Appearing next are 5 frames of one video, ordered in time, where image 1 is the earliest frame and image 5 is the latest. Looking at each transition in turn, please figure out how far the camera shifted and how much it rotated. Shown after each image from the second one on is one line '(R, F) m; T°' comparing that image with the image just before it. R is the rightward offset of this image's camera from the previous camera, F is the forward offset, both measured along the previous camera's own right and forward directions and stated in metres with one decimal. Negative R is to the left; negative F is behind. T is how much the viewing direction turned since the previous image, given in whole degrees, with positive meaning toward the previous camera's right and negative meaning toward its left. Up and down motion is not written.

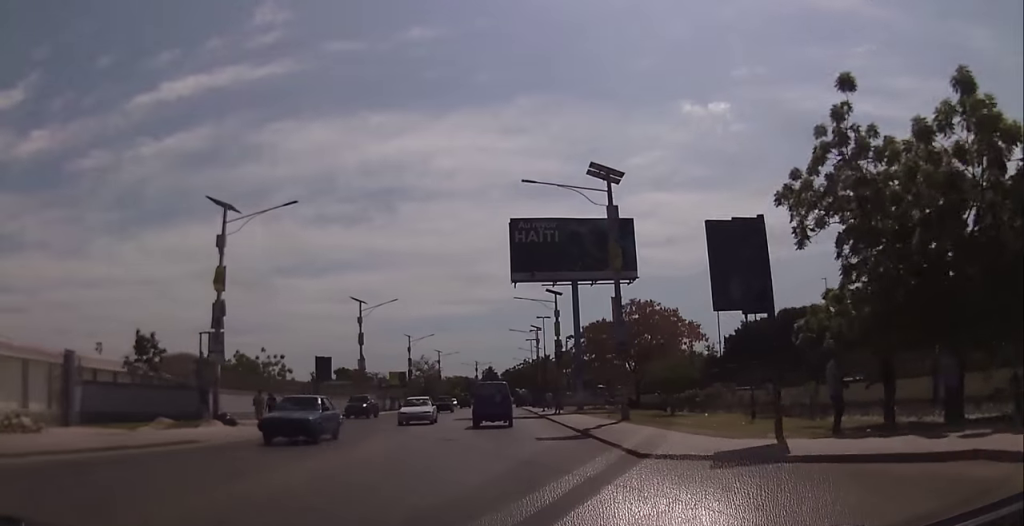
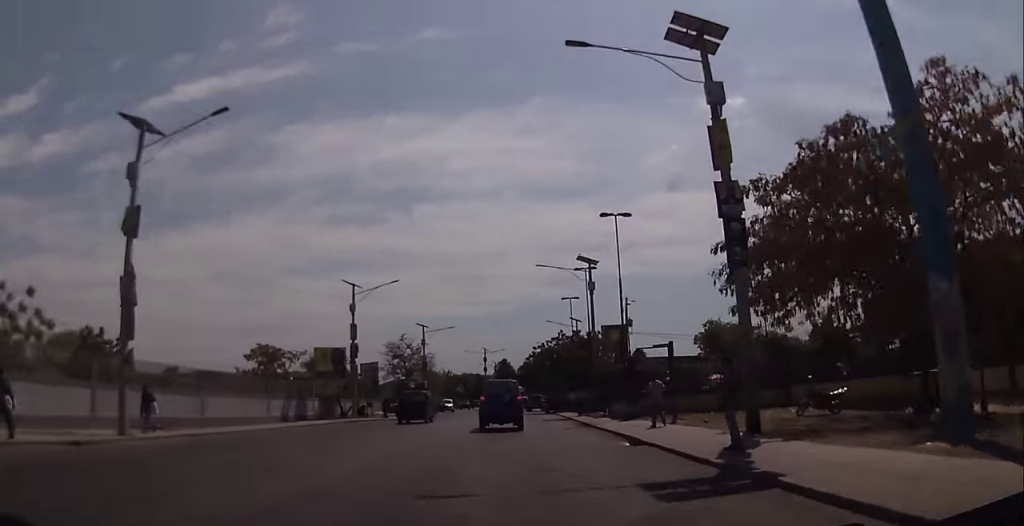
(+0.5, +43.3) m; -1°
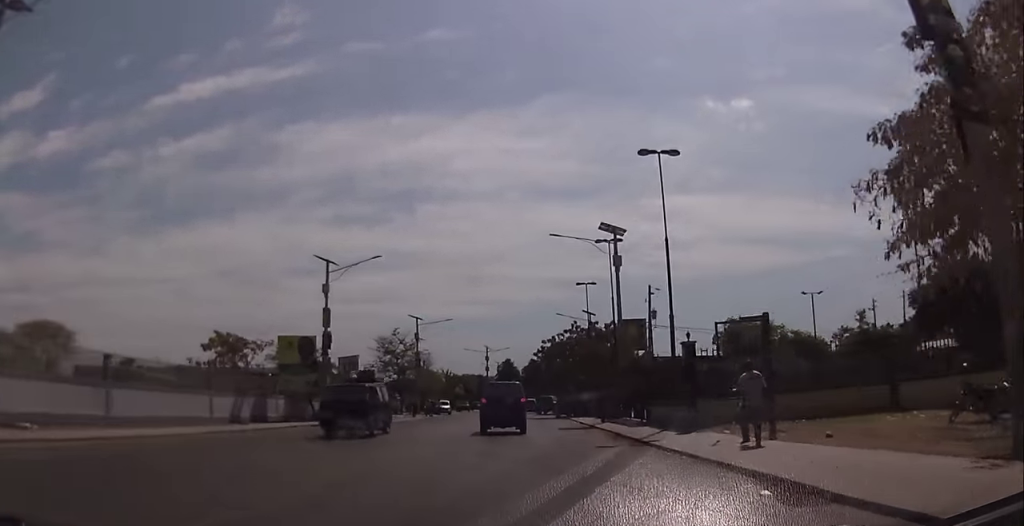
(0.0, +9.1) m; 0°
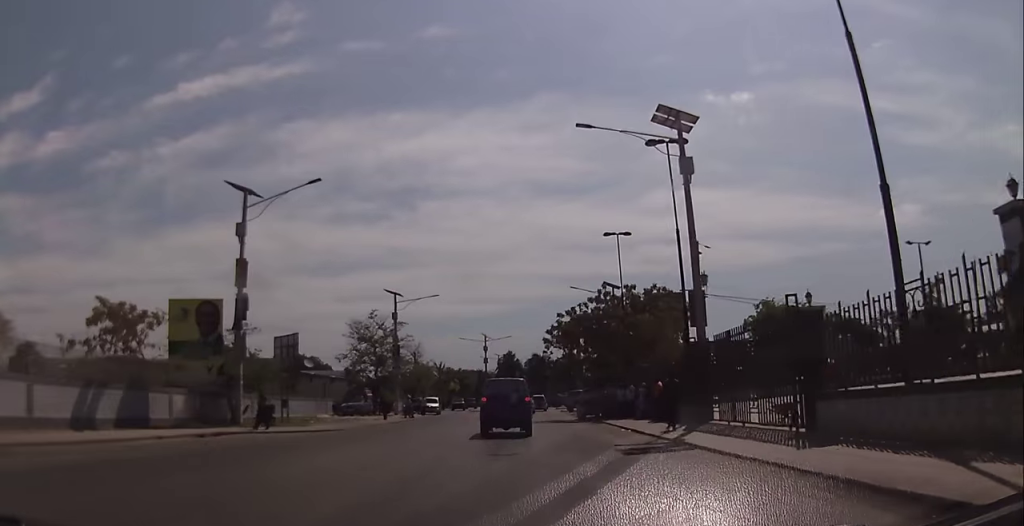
(-0.1, +14.6) m; 0°
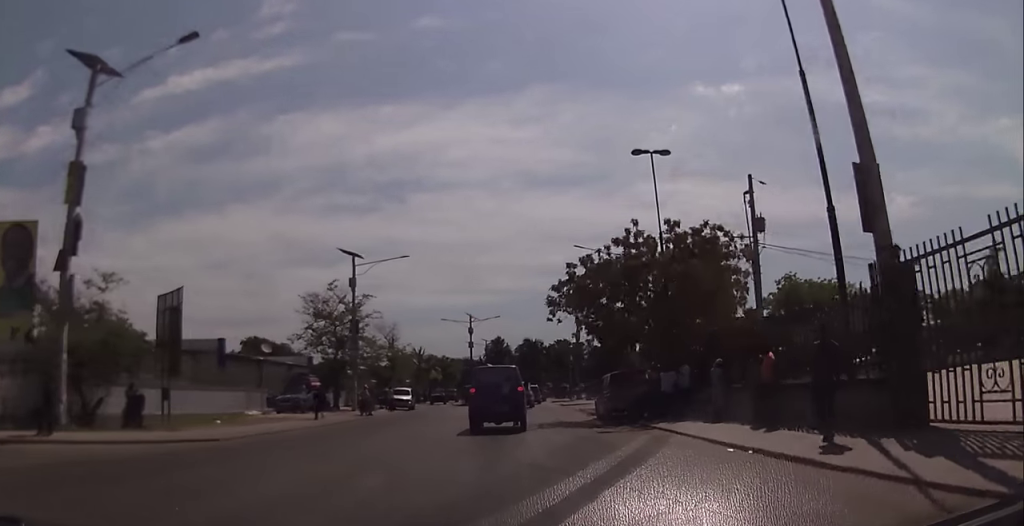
(0.0, +12.1) m; +2°
